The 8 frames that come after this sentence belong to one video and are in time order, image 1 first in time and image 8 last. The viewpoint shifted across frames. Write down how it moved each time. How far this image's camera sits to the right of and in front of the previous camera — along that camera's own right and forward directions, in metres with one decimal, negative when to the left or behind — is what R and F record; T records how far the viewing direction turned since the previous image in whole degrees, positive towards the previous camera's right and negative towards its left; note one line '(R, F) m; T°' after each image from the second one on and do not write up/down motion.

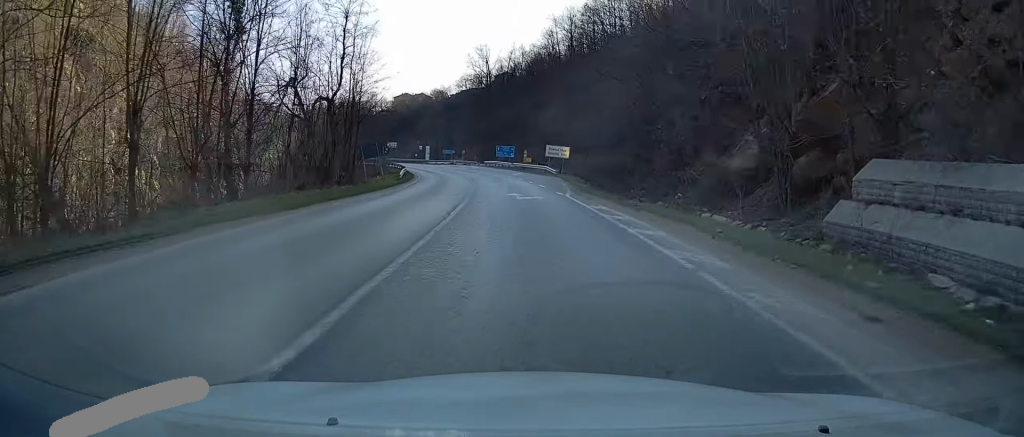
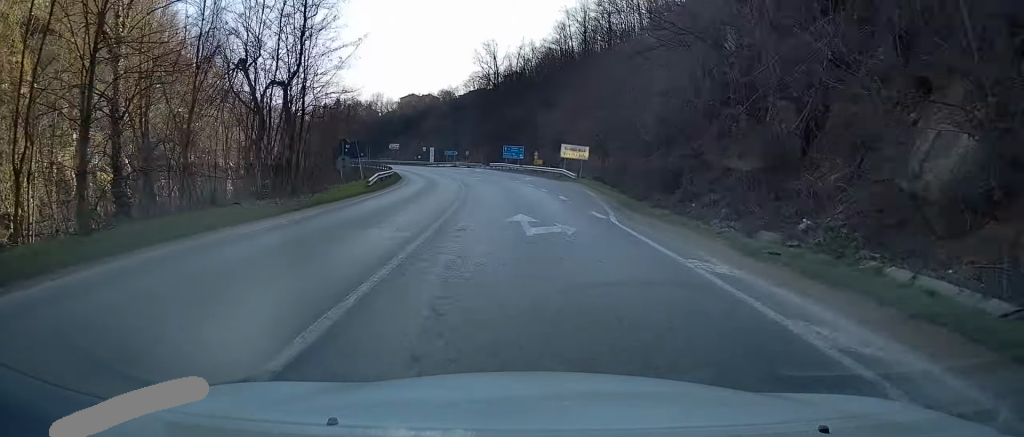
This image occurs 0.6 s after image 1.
(0.0, +10.8) m; -2°
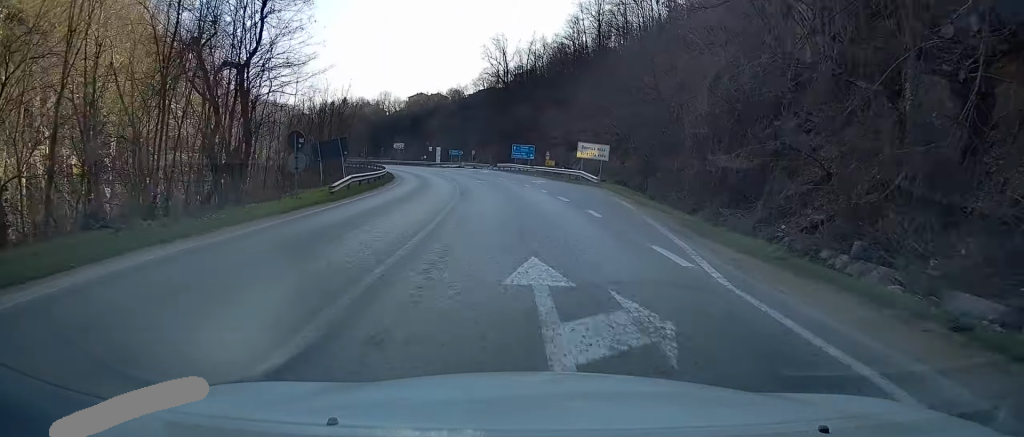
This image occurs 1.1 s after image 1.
(-0.2, +7.3) m; -2°
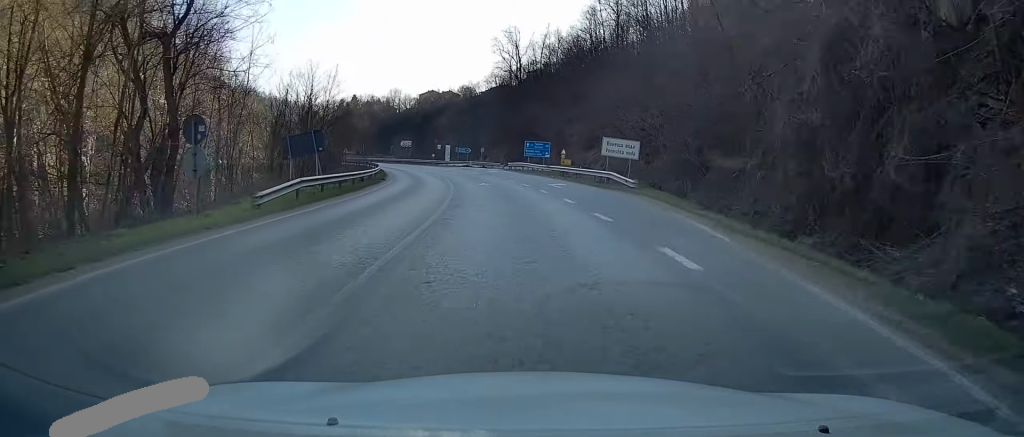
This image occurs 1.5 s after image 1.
(0.0, +7.8) m; -2°
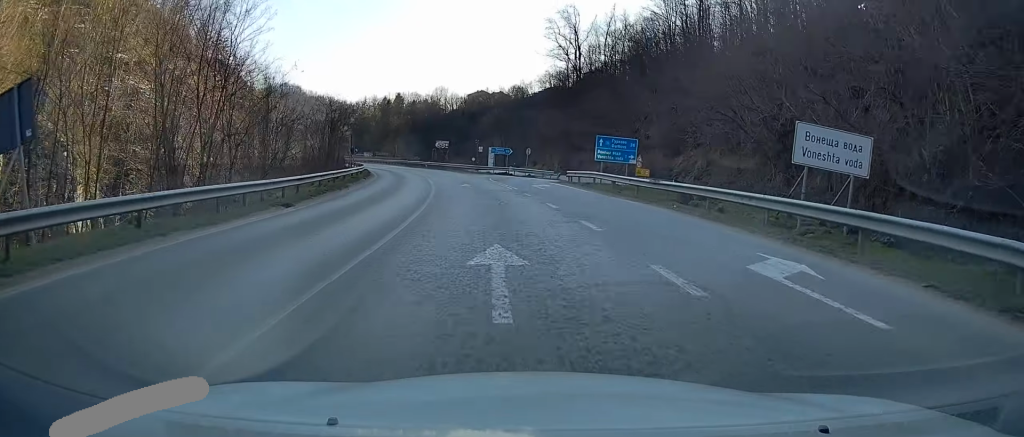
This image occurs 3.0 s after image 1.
(-1.2, +24.5) m; -6°
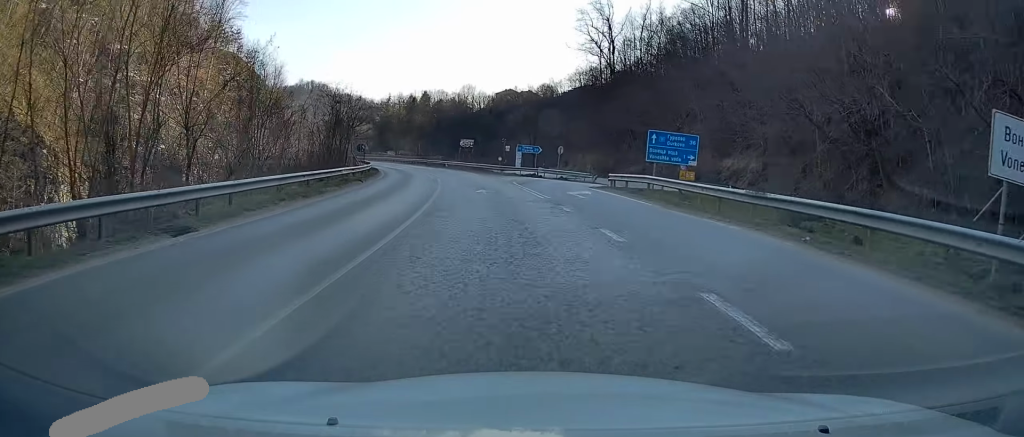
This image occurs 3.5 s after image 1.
(+0.1, +7.6) m; -2°
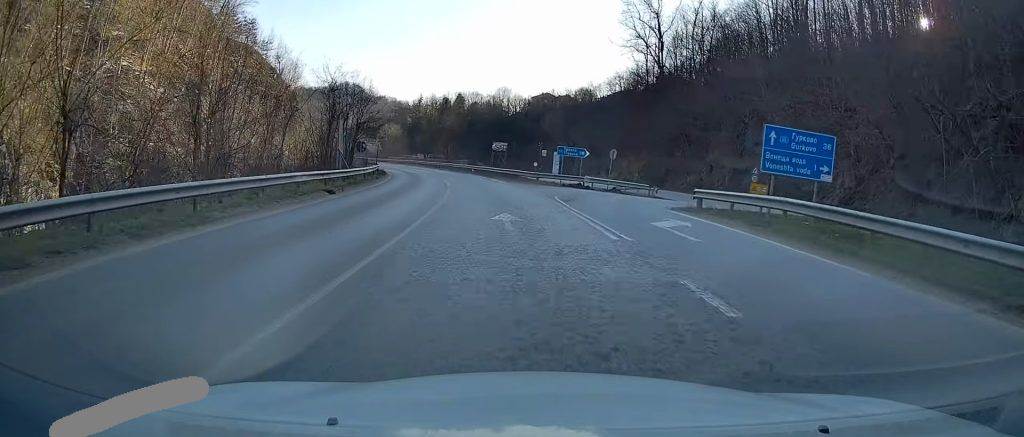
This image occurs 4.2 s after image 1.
(-0.7, +11.0) m; -4°
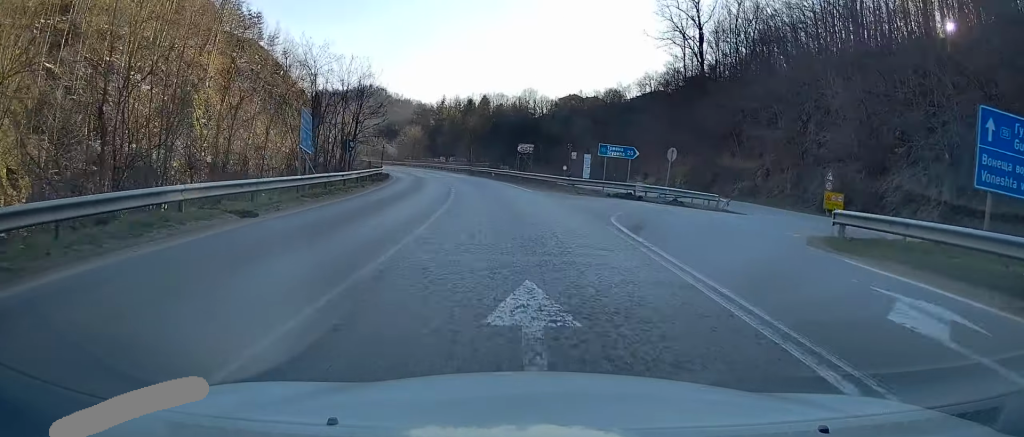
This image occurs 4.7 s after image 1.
(-0.3, +9.3) m; -3°
